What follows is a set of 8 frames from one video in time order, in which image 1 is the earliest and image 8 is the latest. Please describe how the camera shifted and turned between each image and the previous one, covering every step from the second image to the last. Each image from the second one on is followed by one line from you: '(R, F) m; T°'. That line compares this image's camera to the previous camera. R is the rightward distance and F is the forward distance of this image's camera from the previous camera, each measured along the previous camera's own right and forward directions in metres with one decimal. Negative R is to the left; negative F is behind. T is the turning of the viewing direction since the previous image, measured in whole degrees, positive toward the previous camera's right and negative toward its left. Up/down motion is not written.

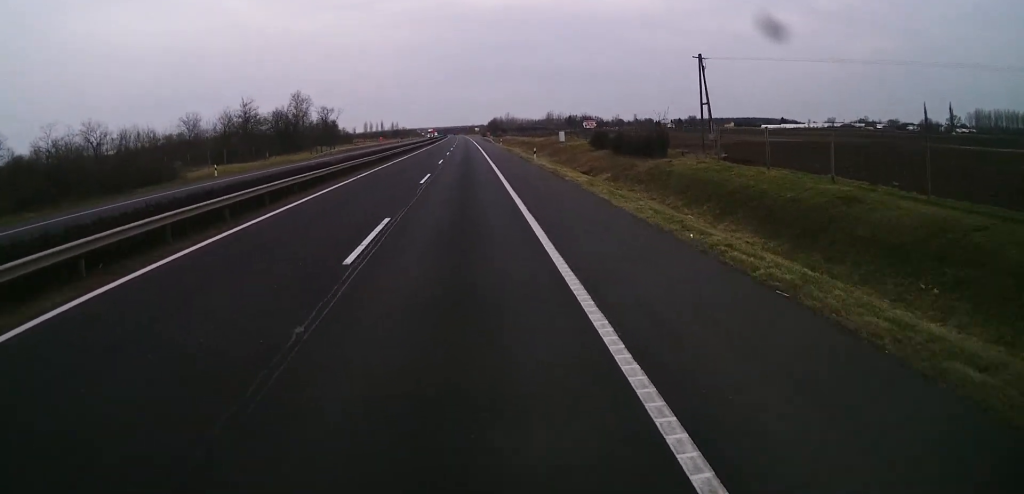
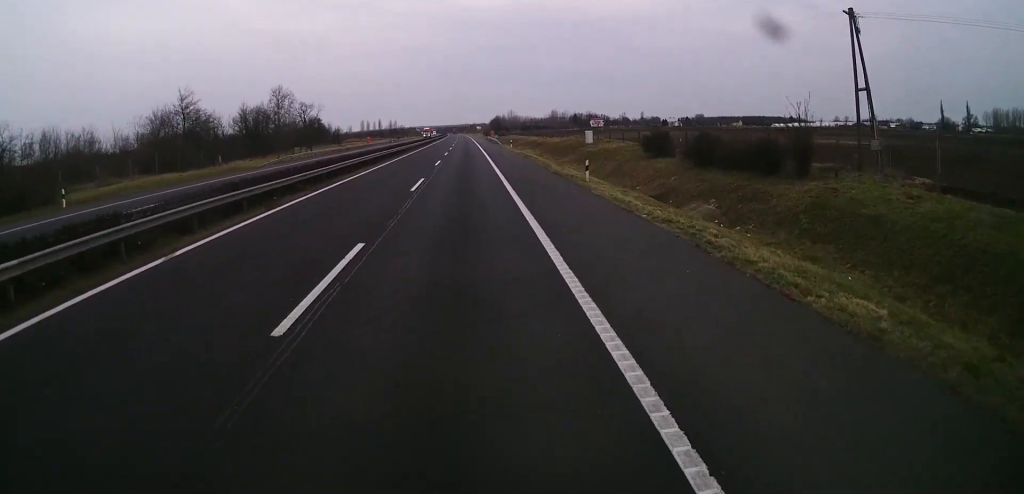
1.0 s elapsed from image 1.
(0.0, +22.4) m; +1°
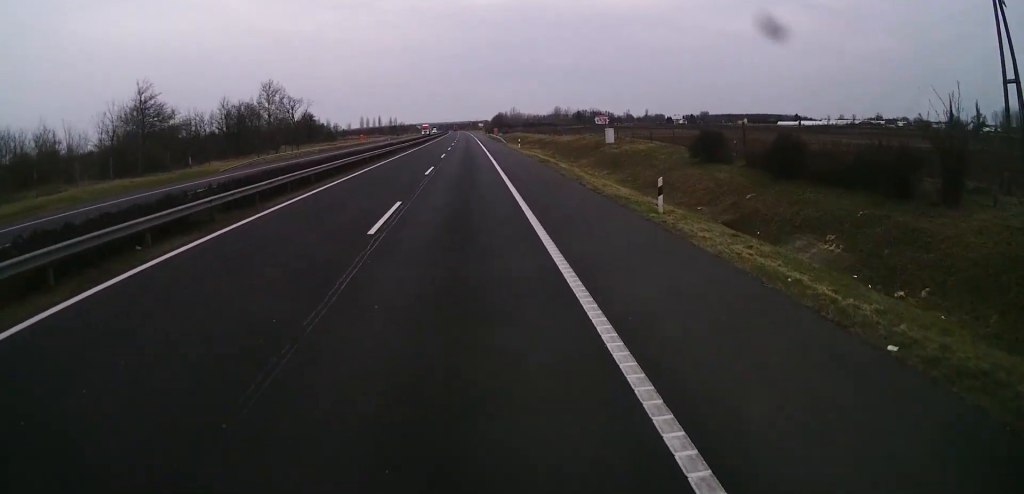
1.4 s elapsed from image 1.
(0.0, +10.8) m; +1°
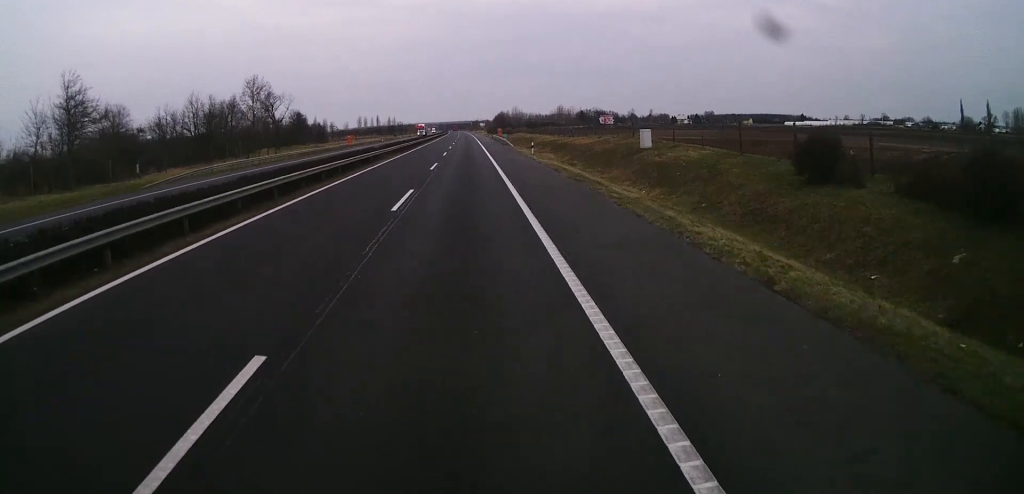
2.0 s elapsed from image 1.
(+0.2, +13.9) m; 0°
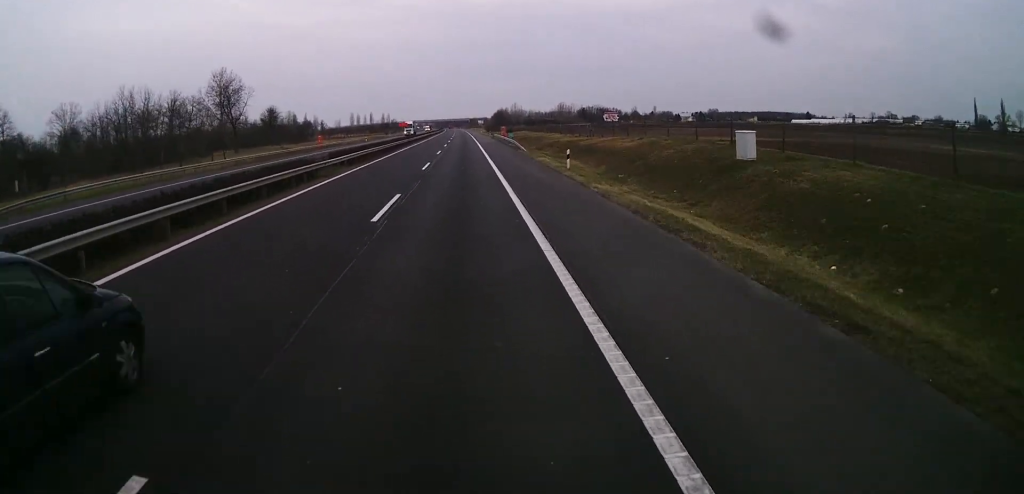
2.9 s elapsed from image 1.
(0.0, +20.8) m; -1°
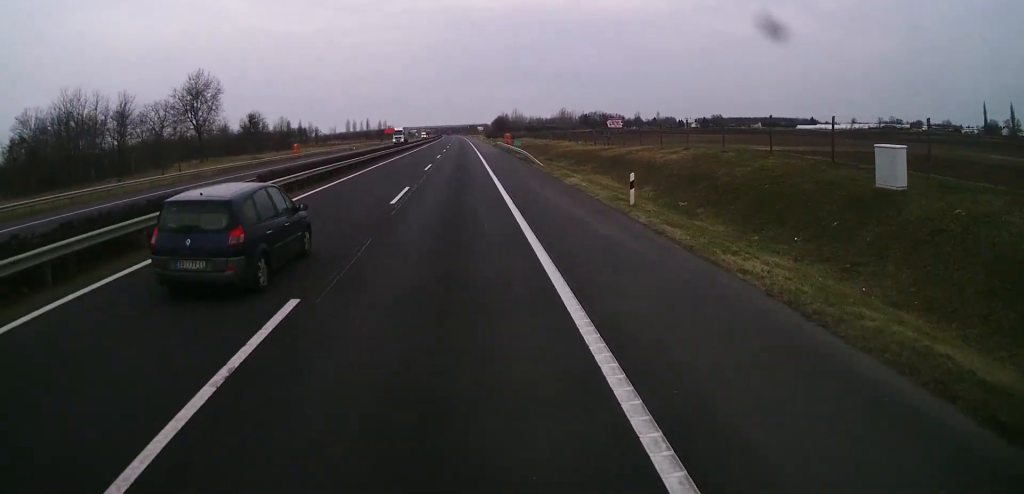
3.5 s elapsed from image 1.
(-0.1, +13.1) m; -1°
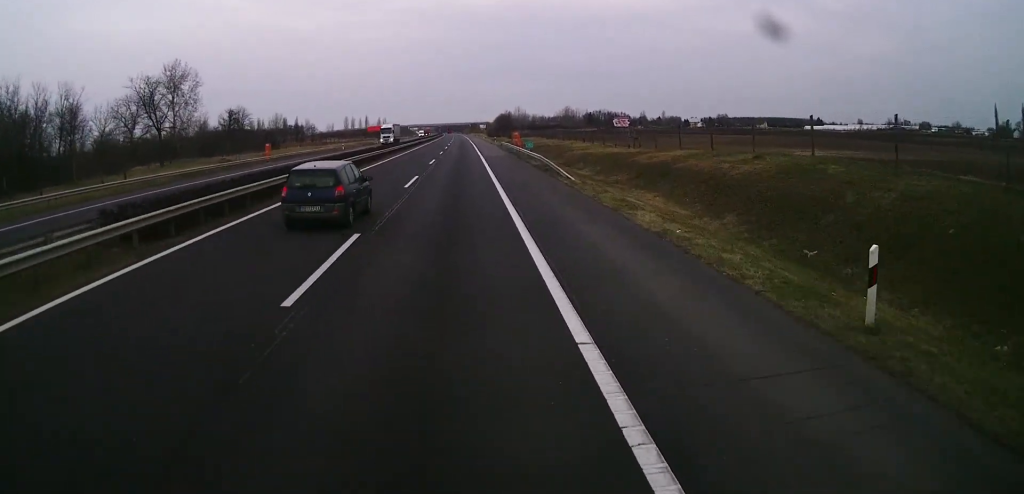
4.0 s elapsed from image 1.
(-0.1, +12.3) m; 0°
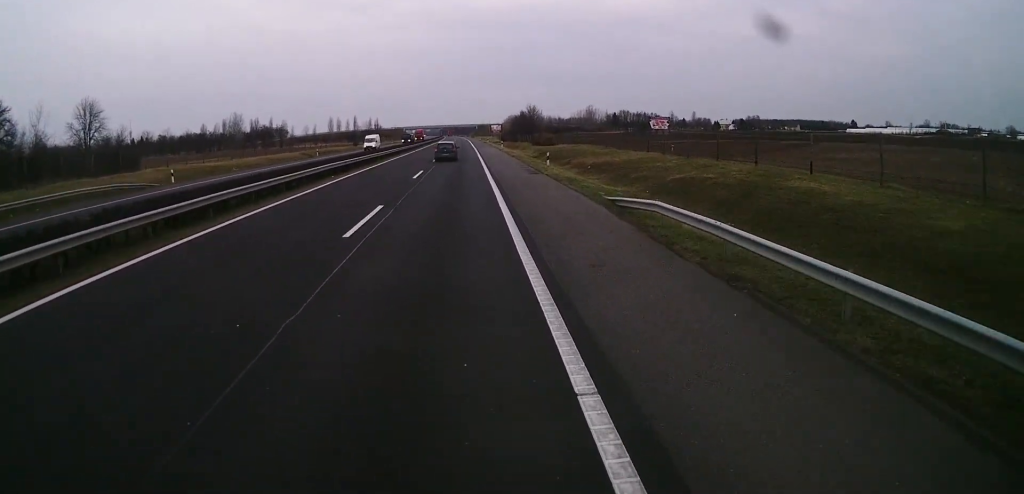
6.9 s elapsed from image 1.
(+0.6, +66.9) m; +1°
